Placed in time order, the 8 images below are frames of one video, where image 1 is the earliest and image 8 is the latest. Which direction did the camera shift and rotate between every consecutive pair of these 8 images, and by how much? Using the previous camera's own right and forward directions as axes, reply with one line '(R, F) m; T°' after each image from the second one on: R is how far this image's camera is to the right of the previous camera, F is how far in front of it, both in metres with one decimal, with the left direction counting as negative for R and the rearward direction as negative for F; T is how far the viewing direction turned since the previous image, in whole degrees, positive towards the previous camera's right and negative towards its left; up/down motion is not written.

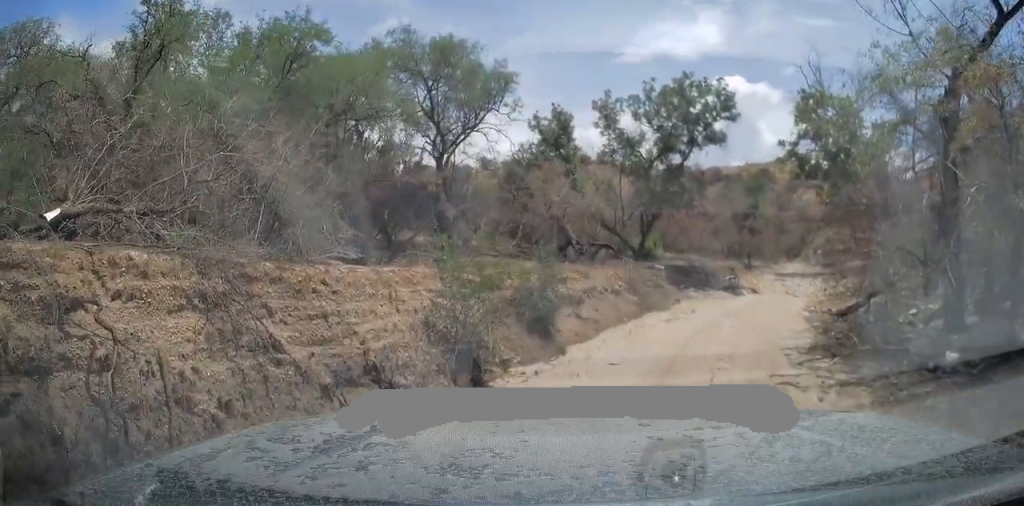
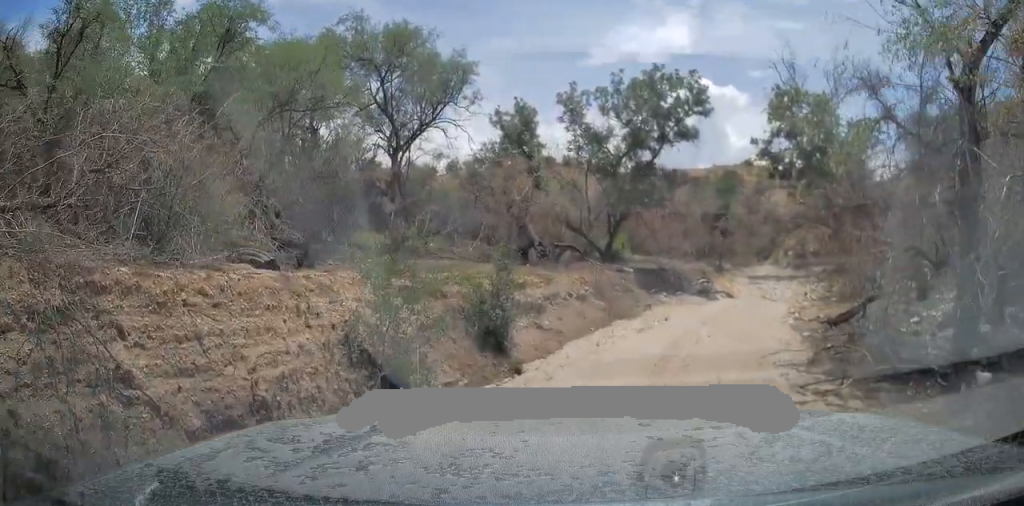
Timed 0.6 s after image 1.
(0.0, +1.6) m; +3°
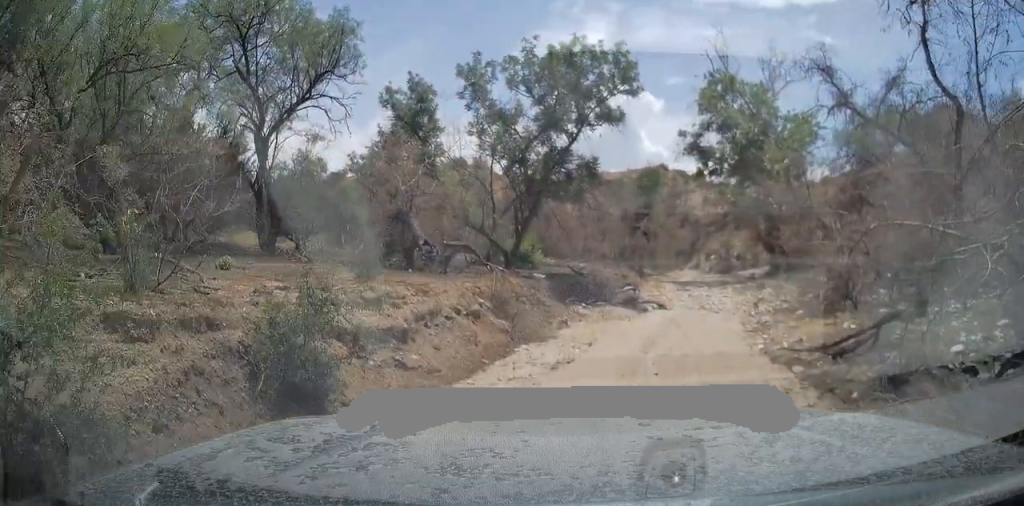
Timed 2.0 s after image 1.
(+0.2, +4.0) m; +6°
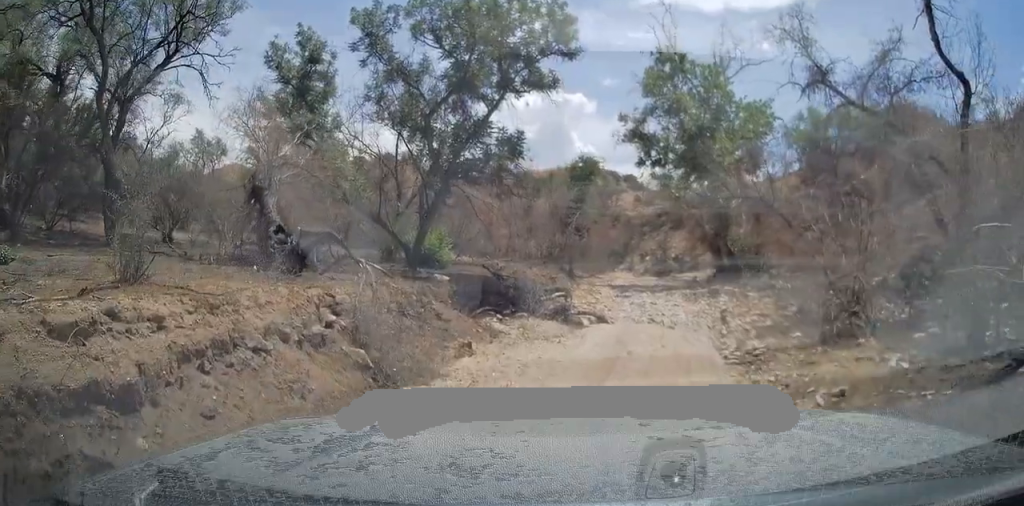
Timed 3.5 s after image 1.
(+0.2, +4.2) m; +6°
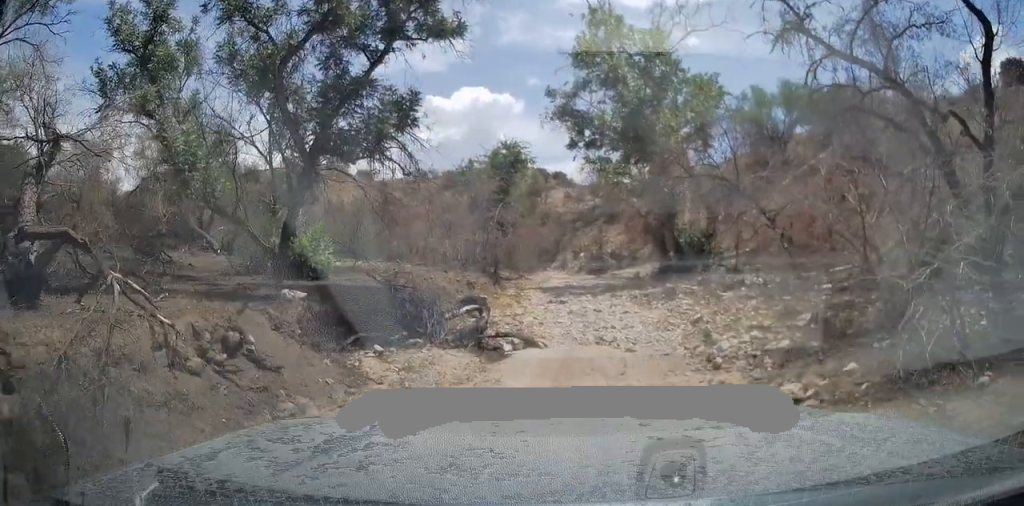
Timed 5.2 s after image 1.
(+0.3, +4.2) m; +6°
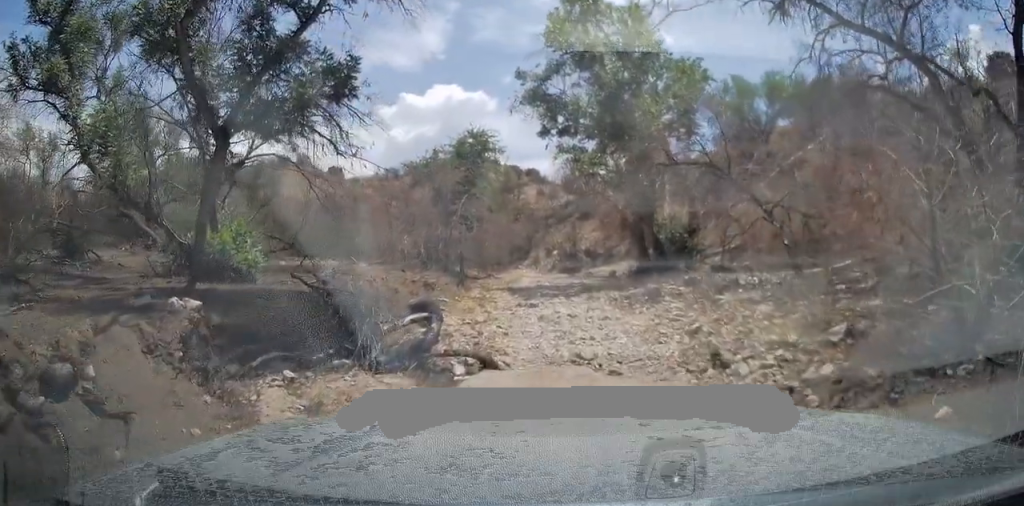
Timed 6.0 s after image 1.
(0.0, +2.1) m; +1°
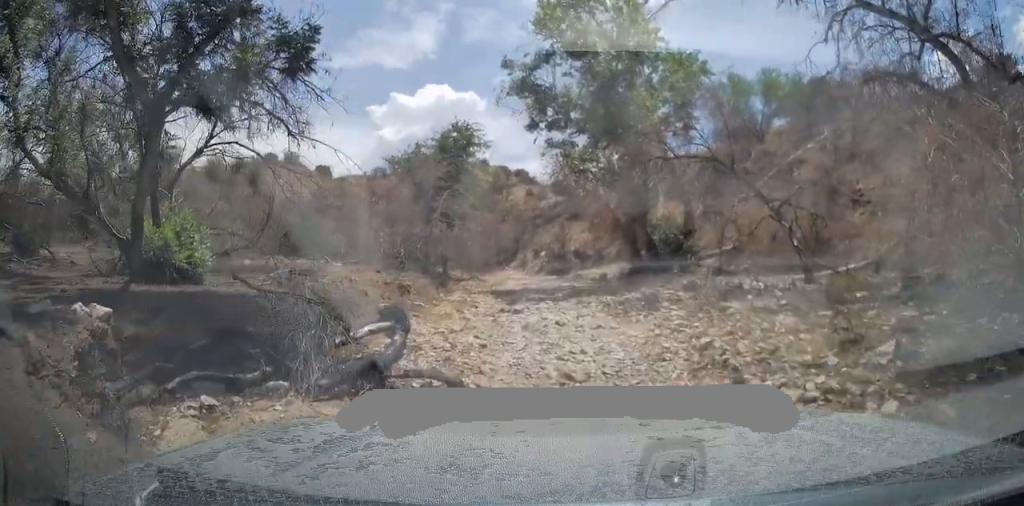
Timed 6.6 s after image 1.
(0.0, +1.4) m; -1°
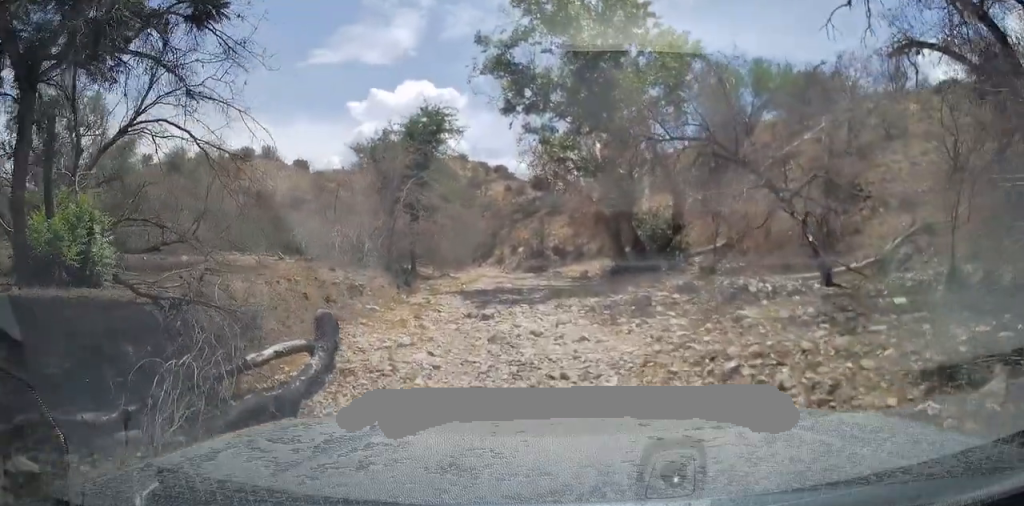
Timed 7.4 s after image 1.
(0.0, +2.0) m; 0°
